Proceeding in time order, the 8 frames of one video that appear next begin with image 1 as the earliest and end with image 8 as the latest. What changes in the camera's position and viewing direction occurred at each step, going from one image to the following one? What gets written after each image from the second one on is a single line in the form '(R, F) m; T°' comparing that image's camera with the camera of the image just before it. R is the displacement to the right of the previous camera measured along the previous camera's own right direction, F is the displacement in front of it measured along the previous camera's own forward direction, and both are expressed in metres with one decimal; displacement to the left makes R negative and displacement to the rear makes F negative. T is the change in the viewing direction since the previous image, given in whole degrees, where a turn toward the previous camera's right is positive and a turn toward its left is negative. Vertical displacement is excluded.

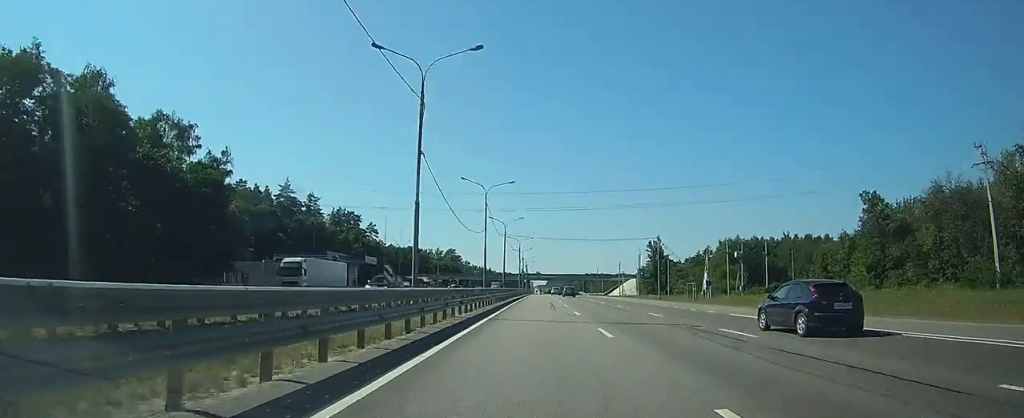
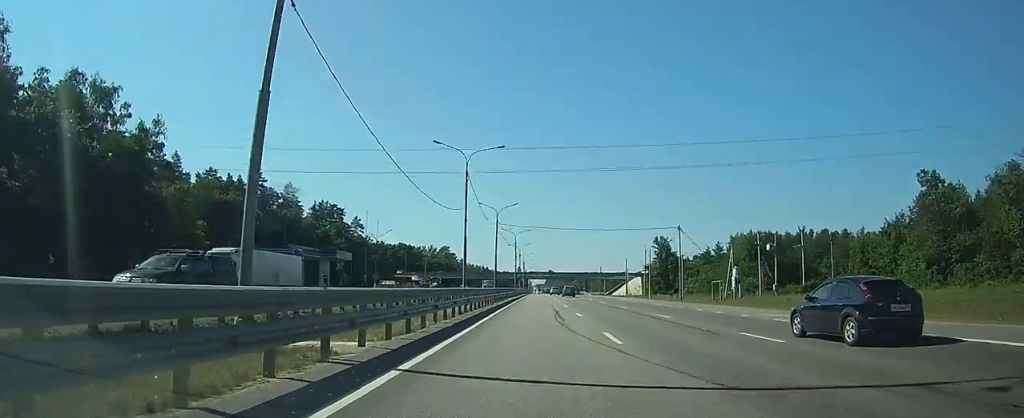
(+0.1, +14.0) m; 0°
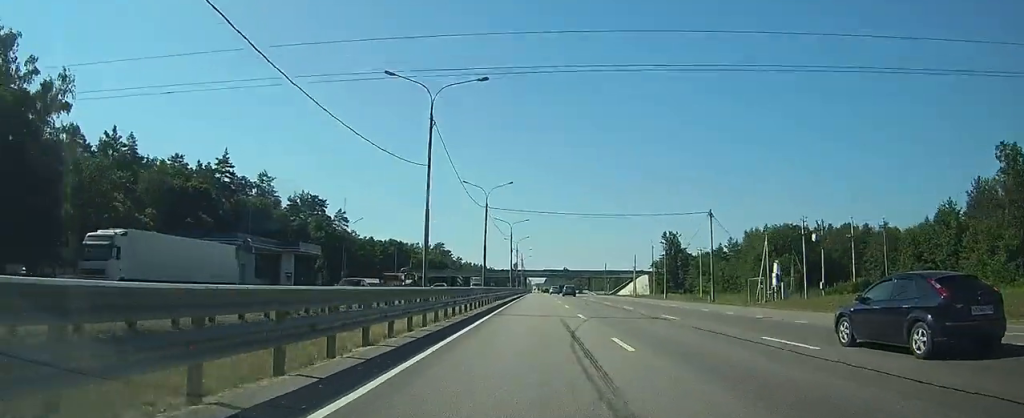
(0.0, +13.9) m; 0°
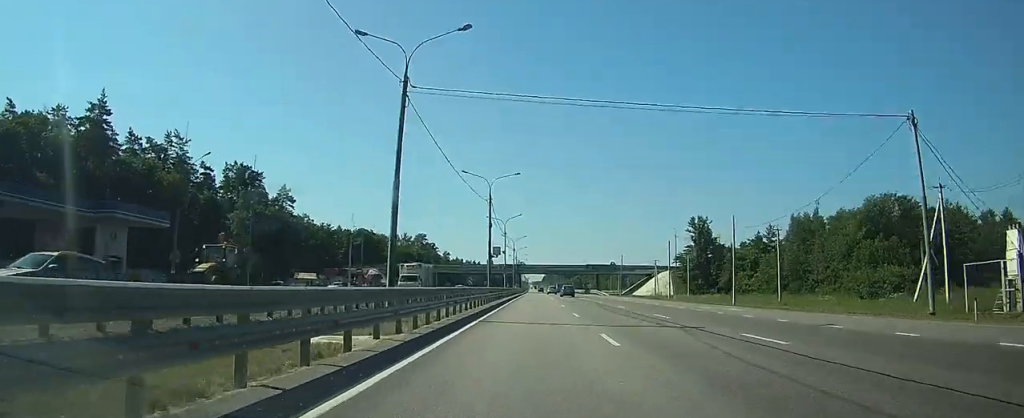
(+0.1, +35.2) m; 0°
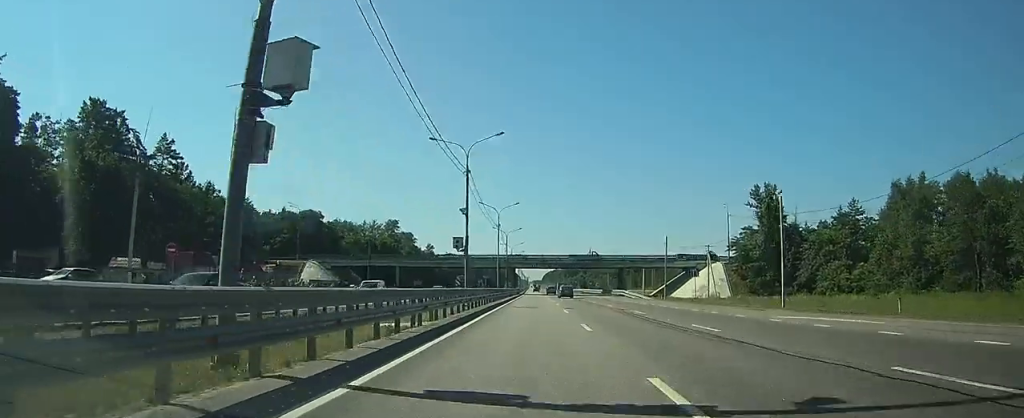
(0.0, +43.9) m; 0°
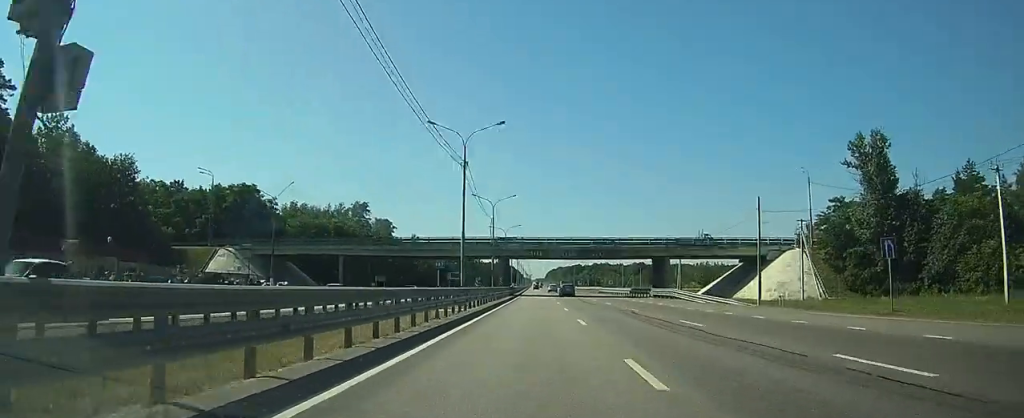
(-0.1, +34.2) m; 0°
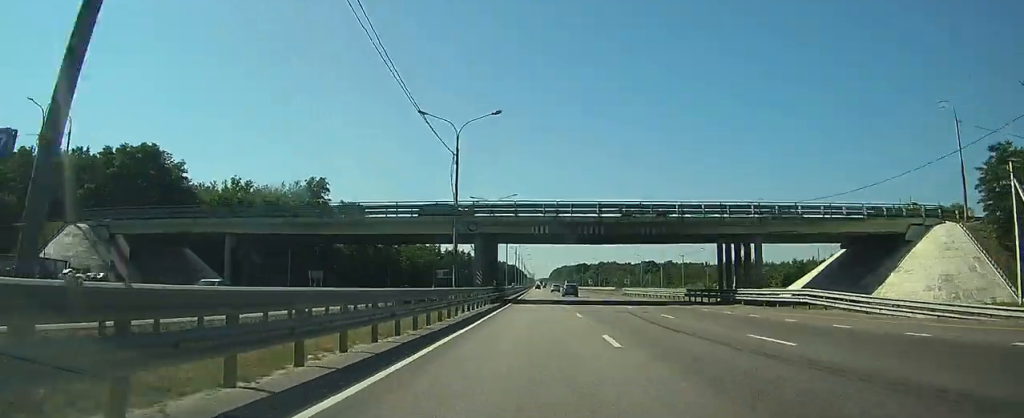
(-0.1, +30.5) m; 0°
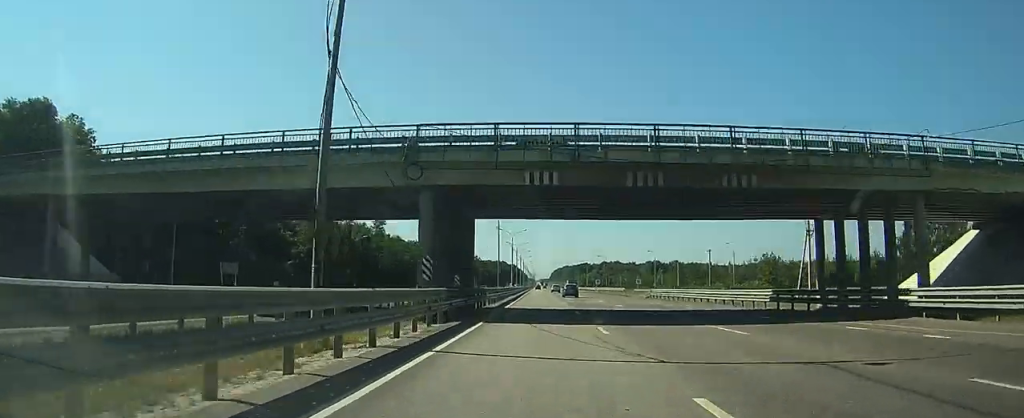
(-0.1, +20.3) m; 0°
